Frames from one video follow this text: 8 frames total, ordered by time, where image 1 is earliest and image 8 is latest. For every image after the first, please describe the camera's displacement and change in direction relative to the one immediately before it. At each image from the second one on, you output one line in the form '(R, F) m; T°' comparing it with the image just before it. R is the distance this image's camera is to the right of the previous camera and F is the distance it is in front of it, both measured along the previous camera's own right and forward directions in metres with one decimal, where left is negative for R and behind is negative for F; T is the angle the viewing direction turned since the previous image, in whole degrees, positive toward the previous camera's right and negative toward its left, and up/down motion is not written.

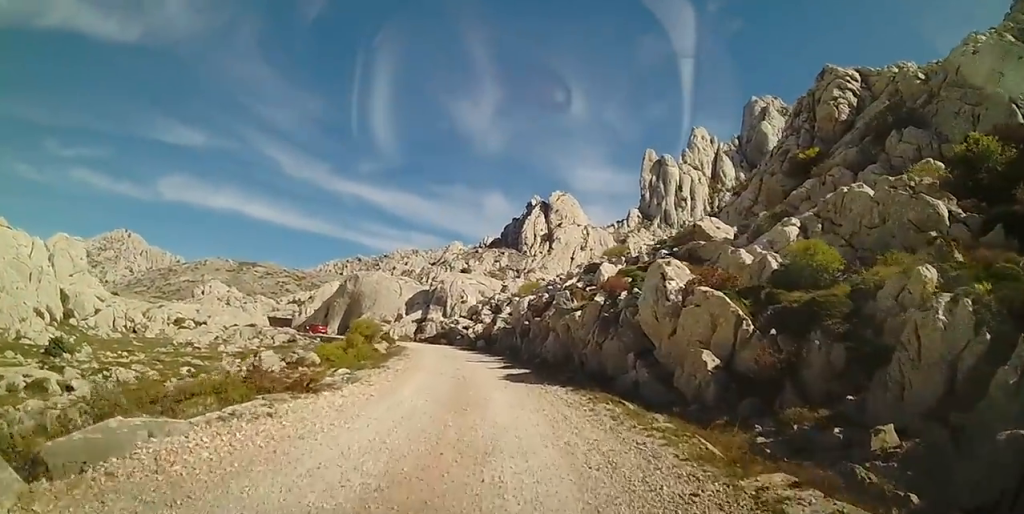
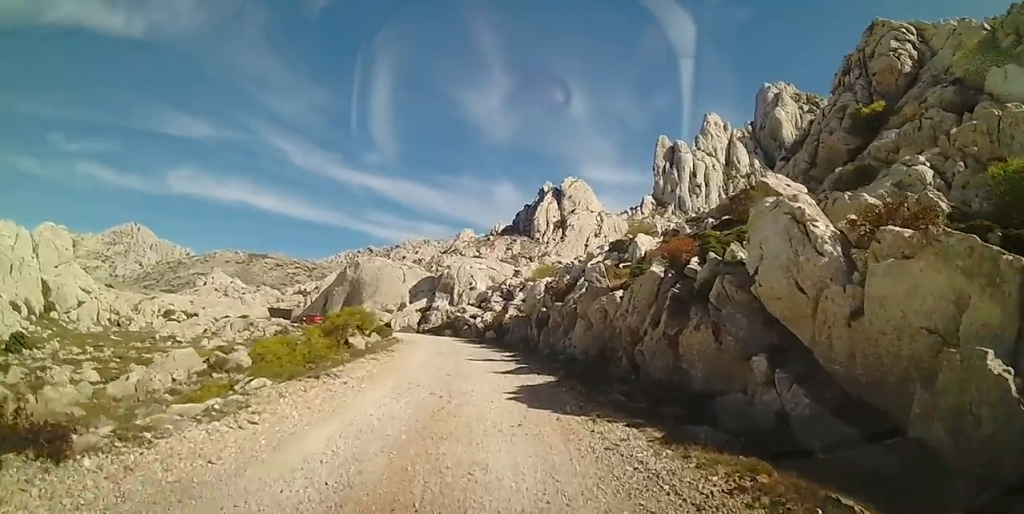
(+0.2, +6.7) m; +1°
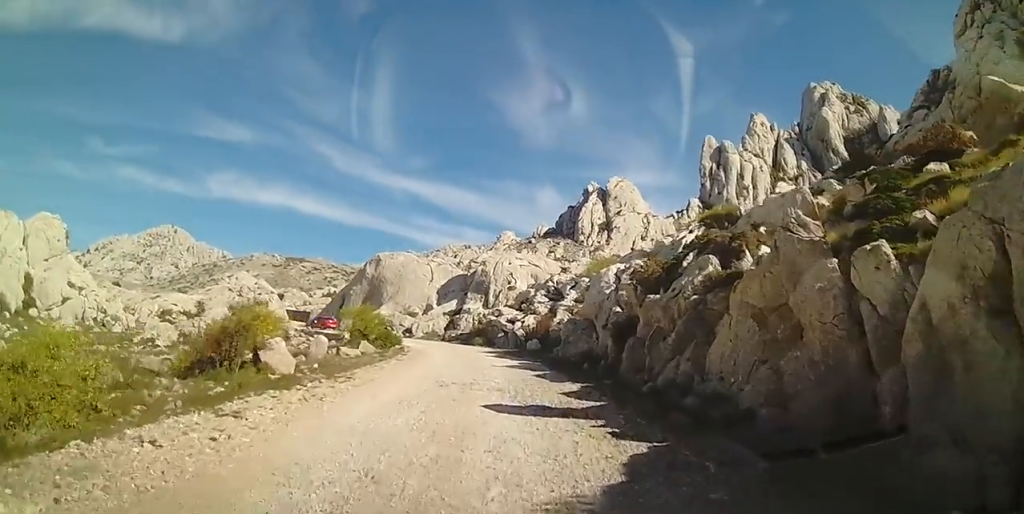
(-0.2, +11.1) m; 0°
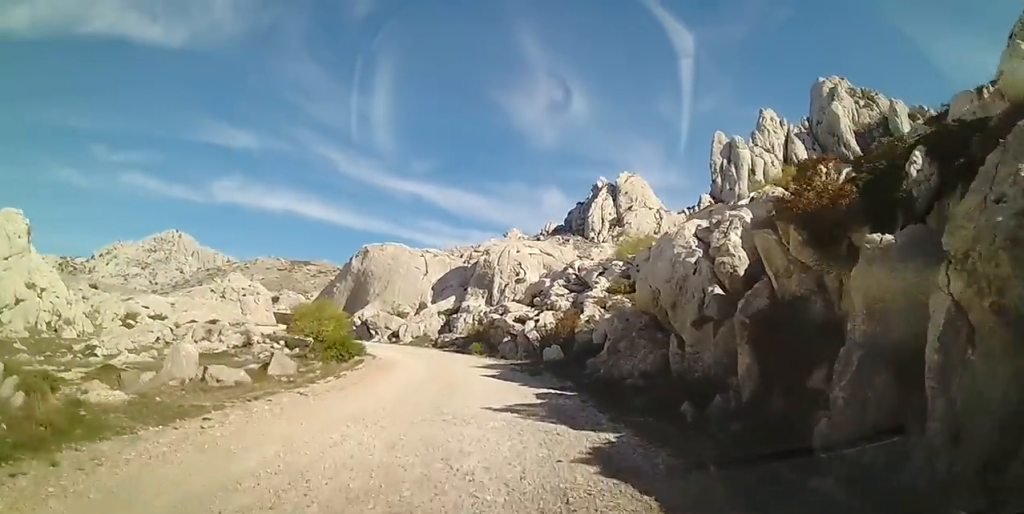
(-0.1, +9.5) m; -4°
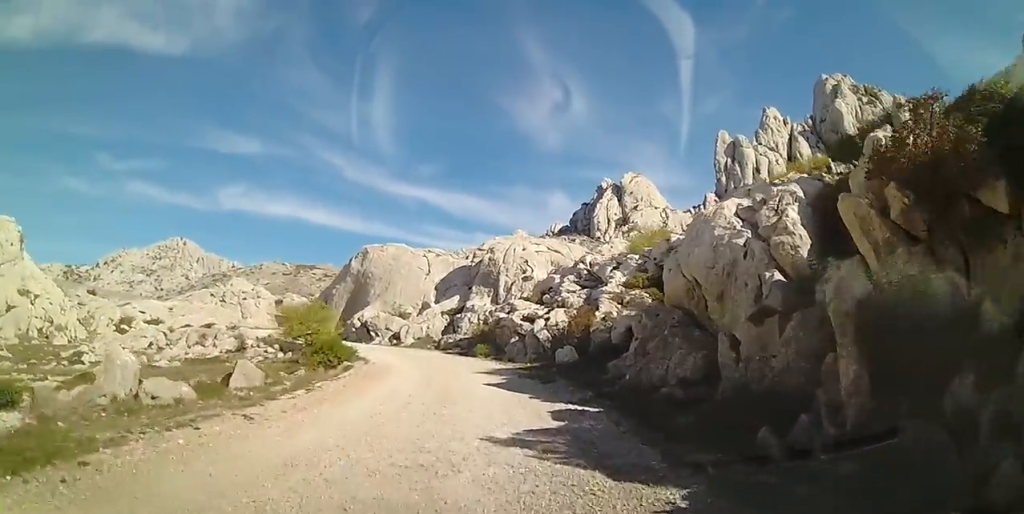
(0.0, +2.4) m; -2°
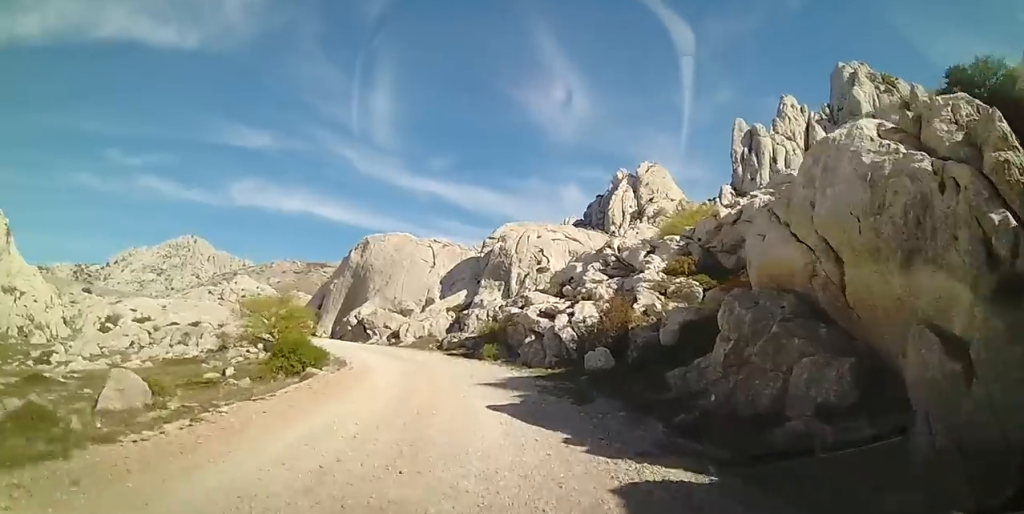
(-0.2, +4.6) m; -3°
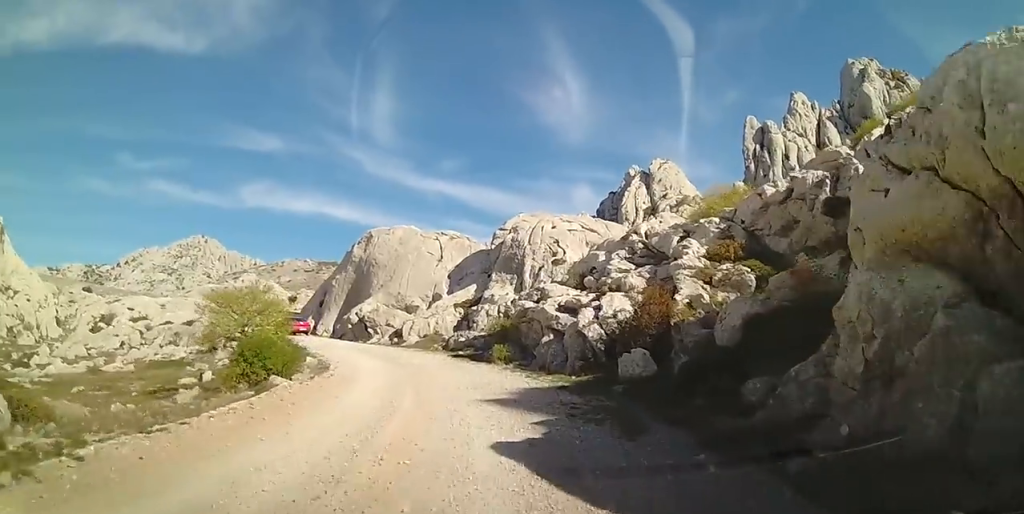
(-0.2, +3.1) m; -2°
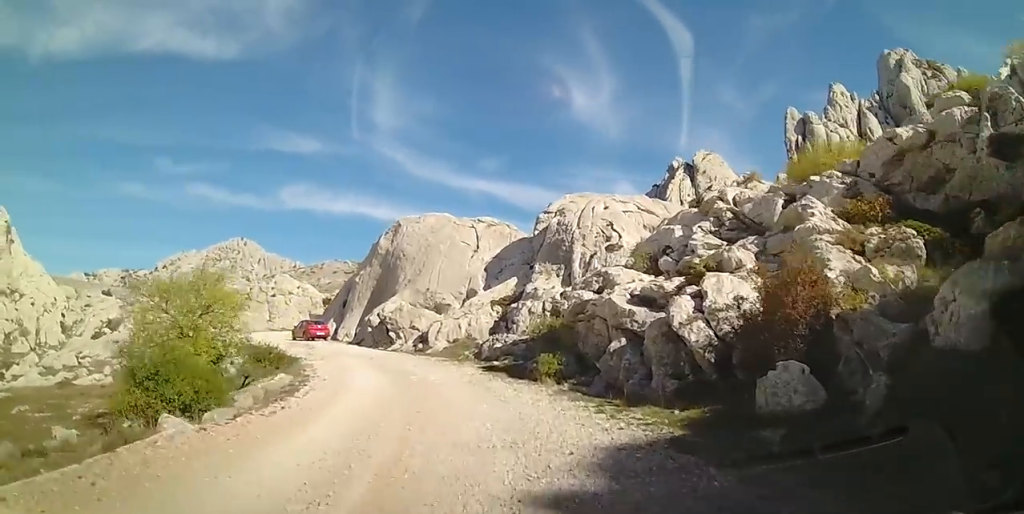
(+0.2, +5.2) m; 0°
